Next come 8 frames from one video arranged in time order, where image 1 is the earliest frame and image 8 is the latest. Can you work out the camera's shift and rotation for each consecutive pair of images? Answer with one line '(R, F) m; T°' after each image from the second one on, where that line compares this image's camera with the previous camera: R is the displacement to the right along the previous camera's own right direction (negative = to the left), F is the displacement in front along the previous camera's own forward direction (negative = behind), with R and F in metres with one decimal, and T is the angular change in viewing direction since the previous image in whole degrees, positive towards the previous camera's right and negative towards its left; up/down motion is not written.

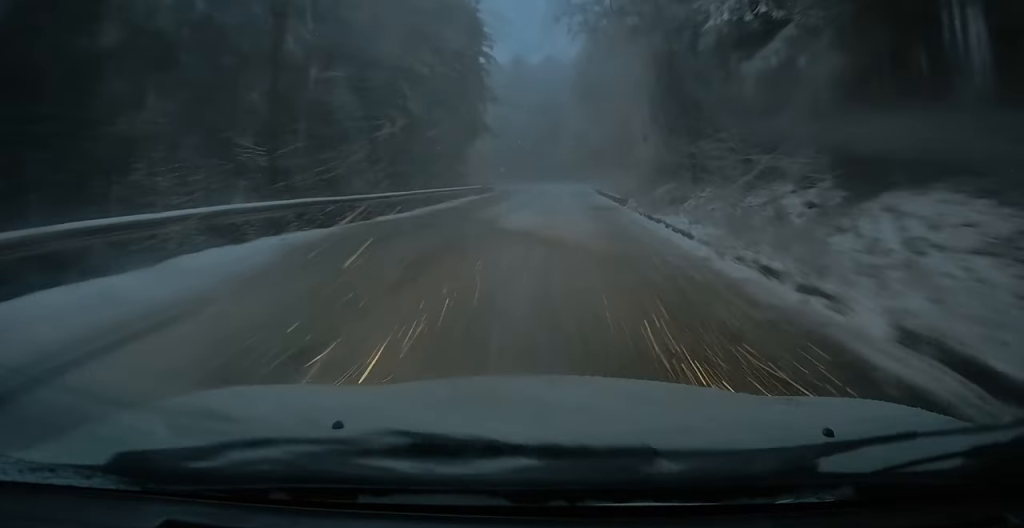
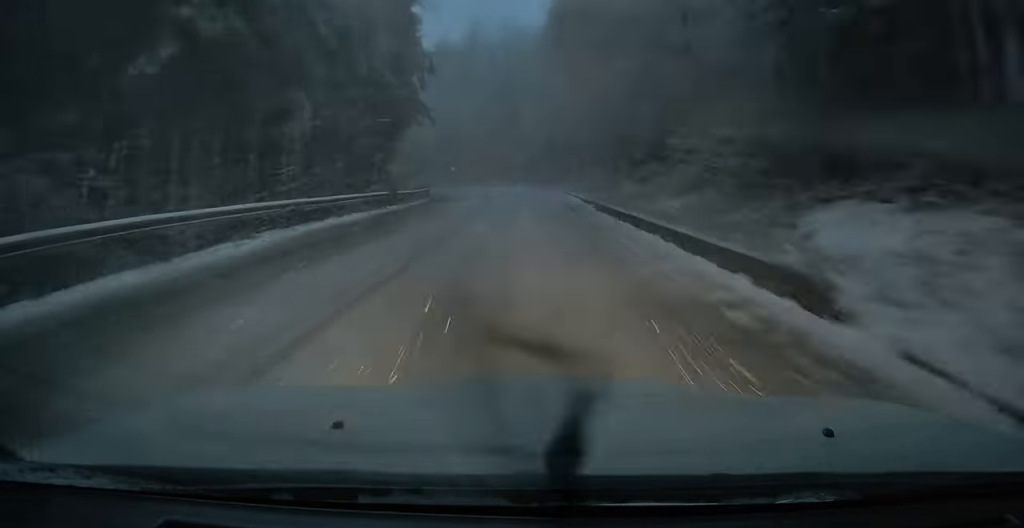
(-0.1, +20.5) m; +1°
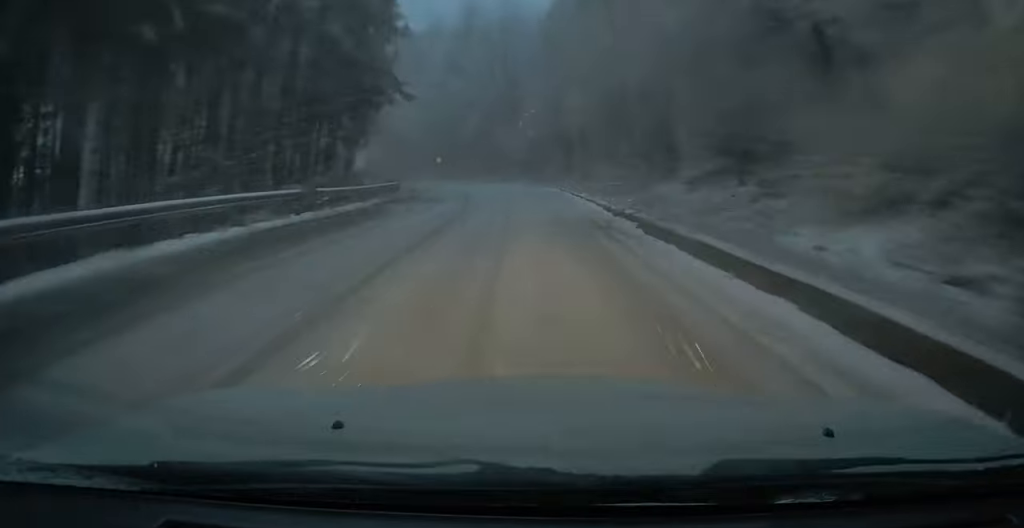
(+0.1, +10.4) m; 0°
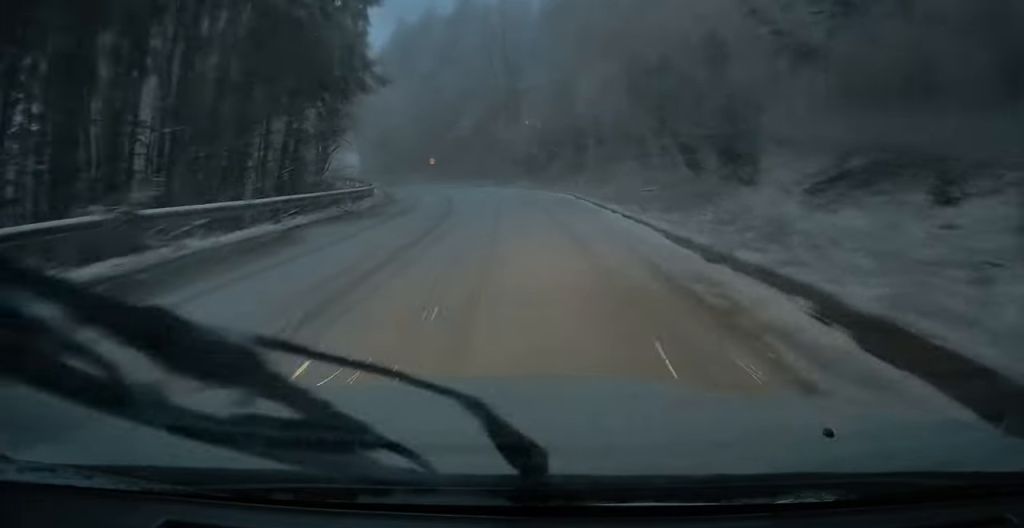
(0.0, +8.8) m; -1°
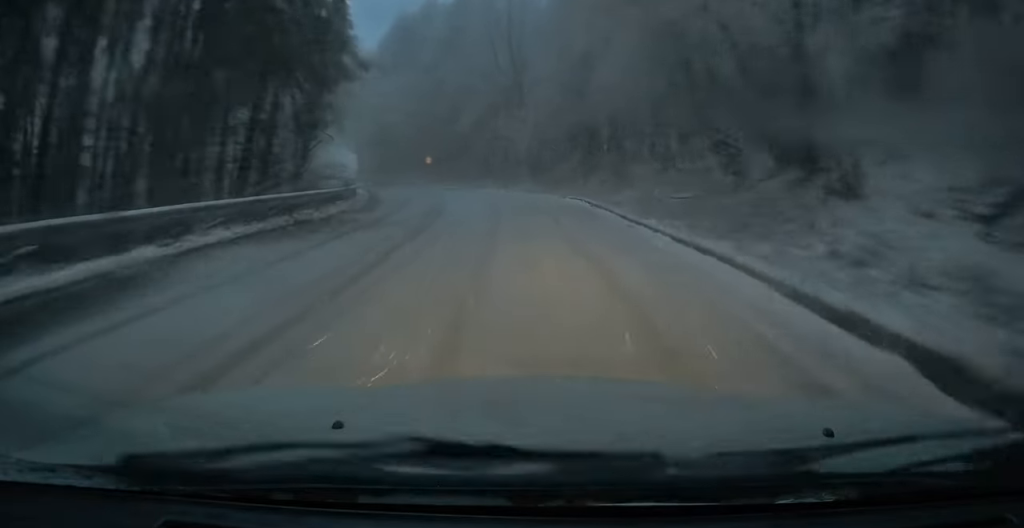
(-0.1, +5.2) m; -1°
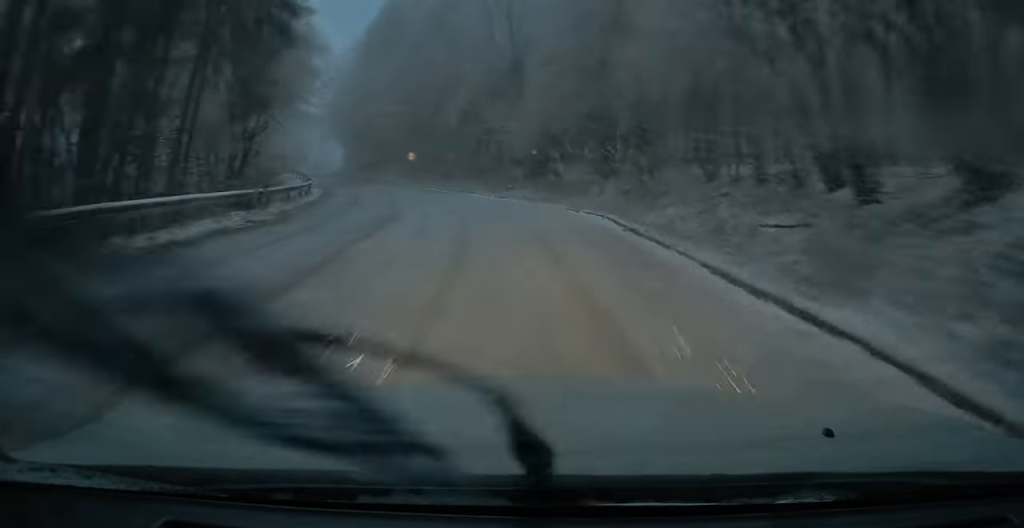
(-0.1, +9.2) m; -2°
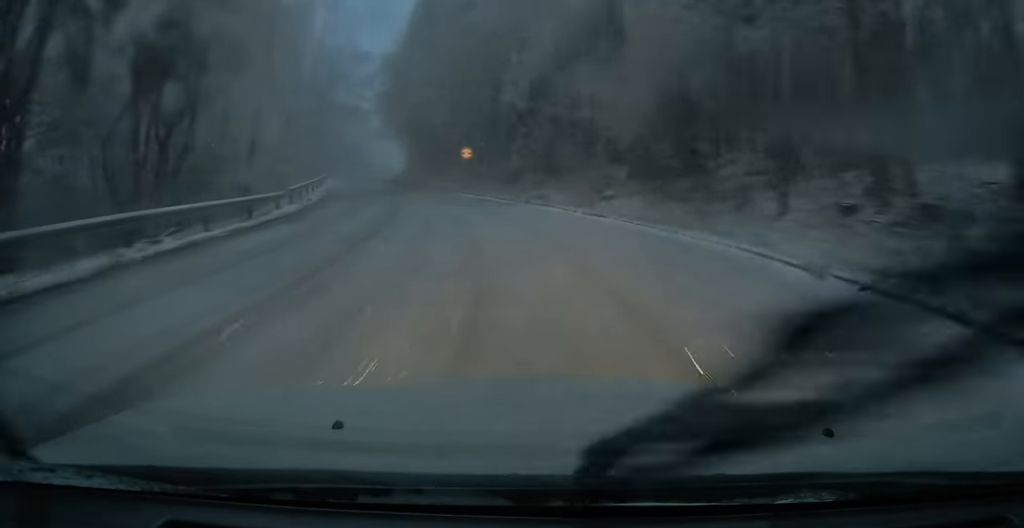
(-0.7, +14.7) m; -7°
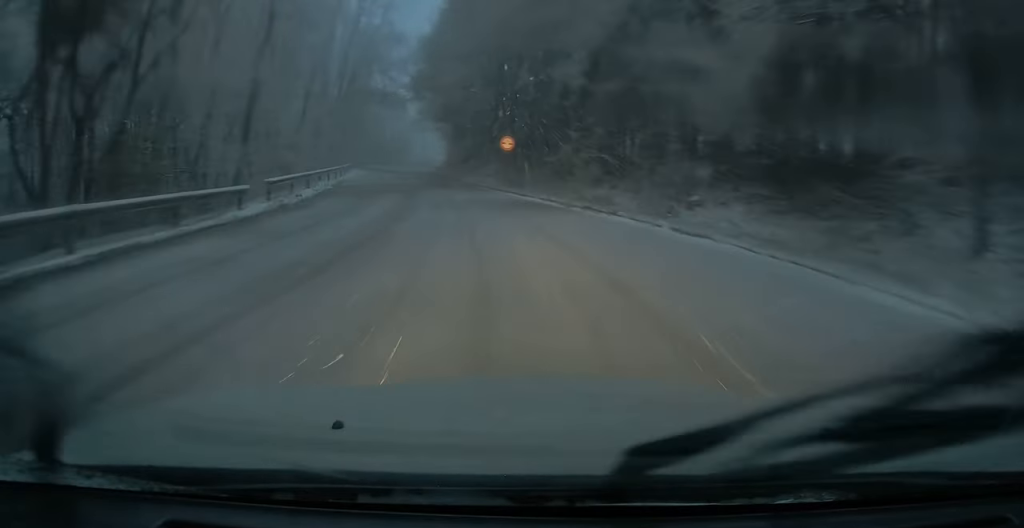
(-0.1, +6.4) m; -4°
